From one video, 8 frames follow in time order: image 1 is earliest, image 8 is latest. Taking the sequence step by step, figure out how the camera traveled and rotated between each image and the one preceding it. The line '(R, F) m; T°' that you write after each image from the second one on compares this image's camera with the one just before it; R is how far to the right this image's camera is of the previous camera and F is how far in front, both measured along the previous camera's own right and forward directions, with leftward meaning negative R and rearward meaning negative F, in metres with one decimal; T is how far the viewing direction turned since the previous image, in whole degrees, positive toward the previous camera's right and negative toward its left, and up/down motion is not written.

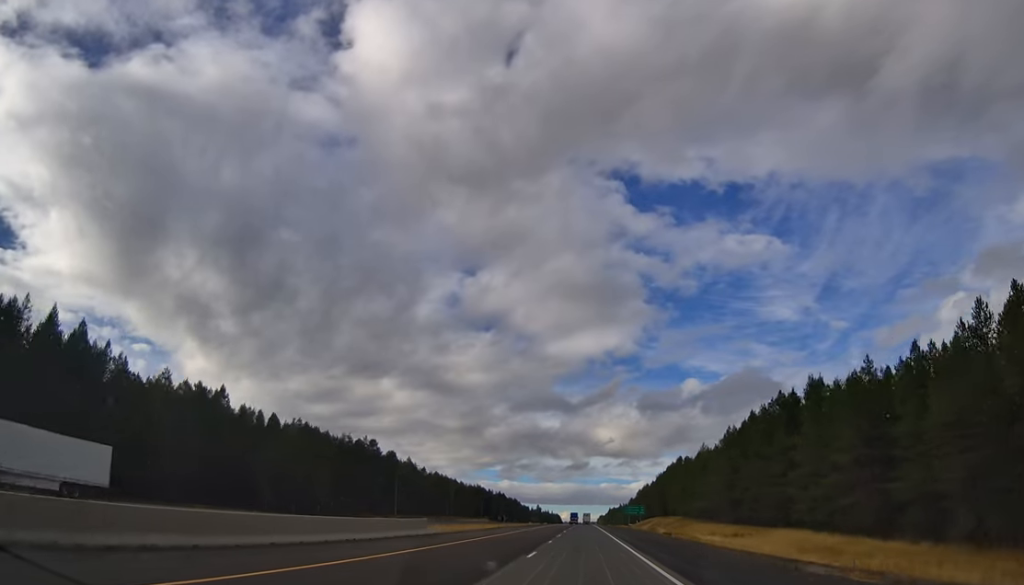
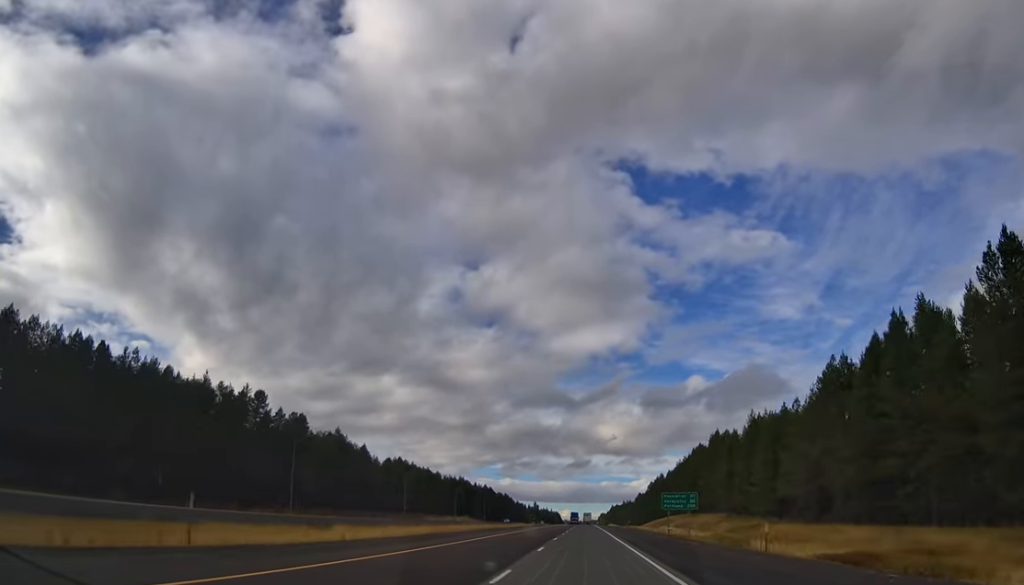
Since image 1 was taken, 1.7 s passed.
(+0.8, +57.9) m; 0°
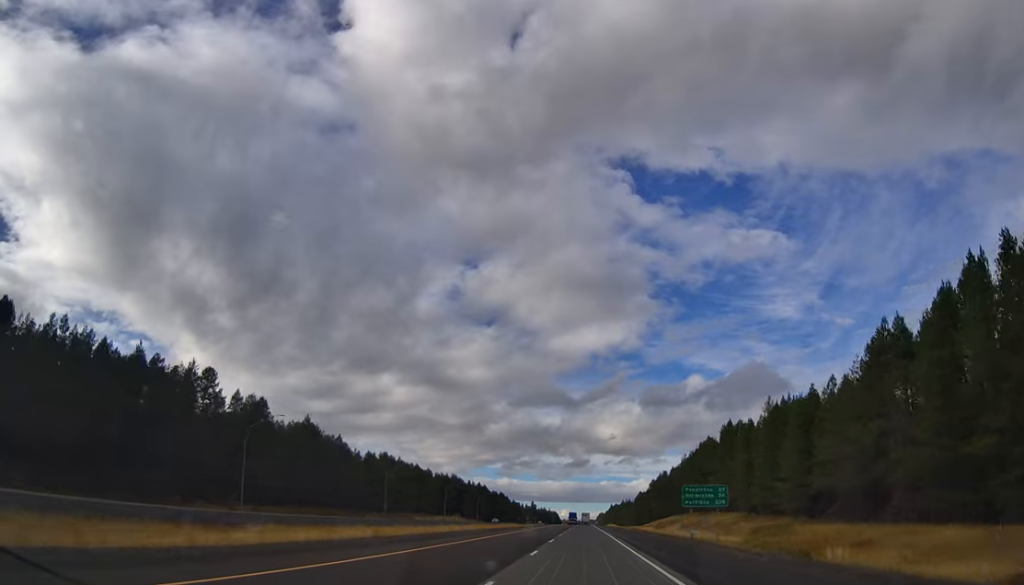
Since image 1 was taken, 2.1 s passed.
(-0.3, +15.0) m; 0°
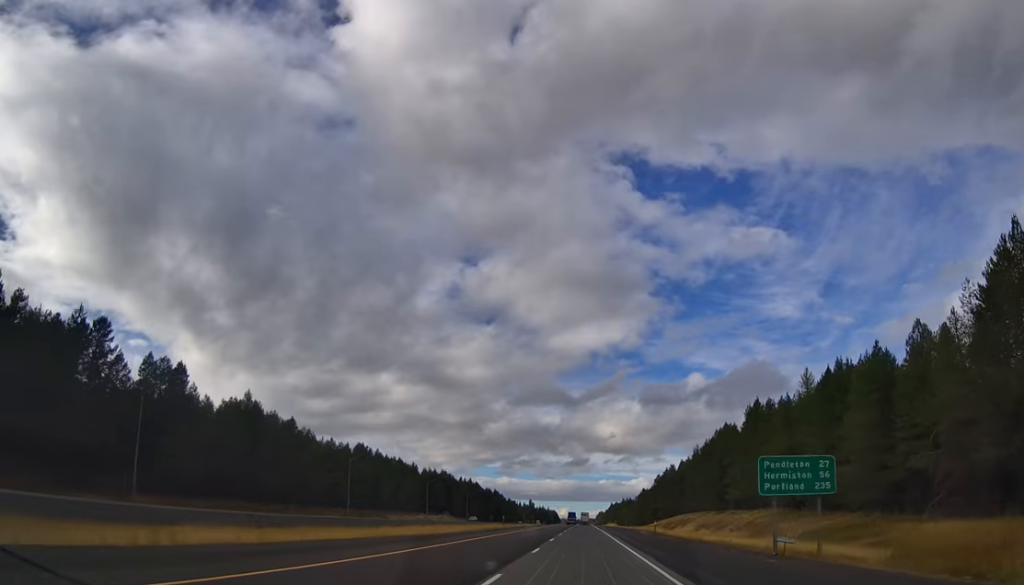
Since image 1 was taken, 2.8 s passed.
(-0.2, +23.1) m; 0°
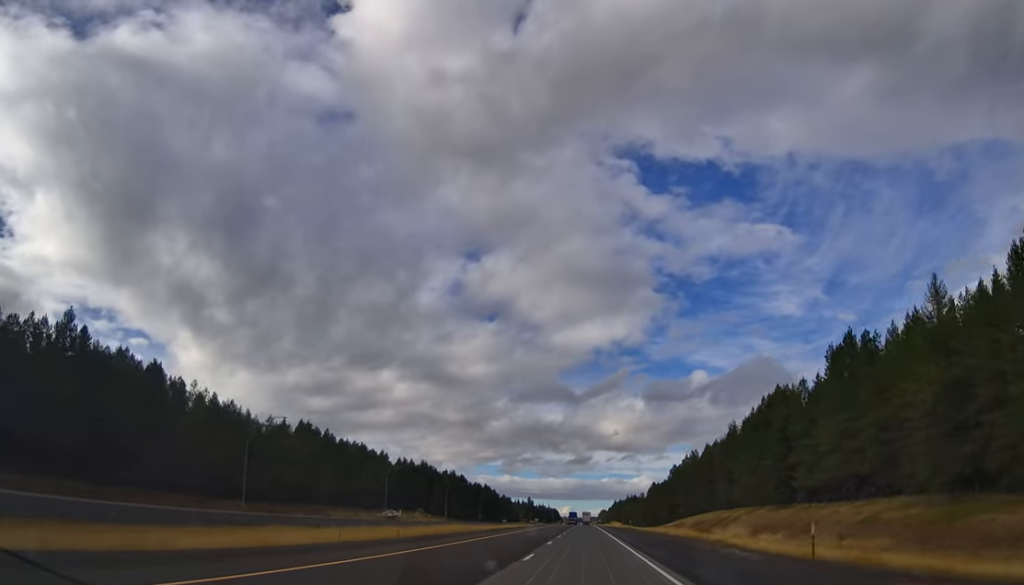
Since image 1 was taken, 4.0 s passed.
(0.0, +41.1) m; 0°
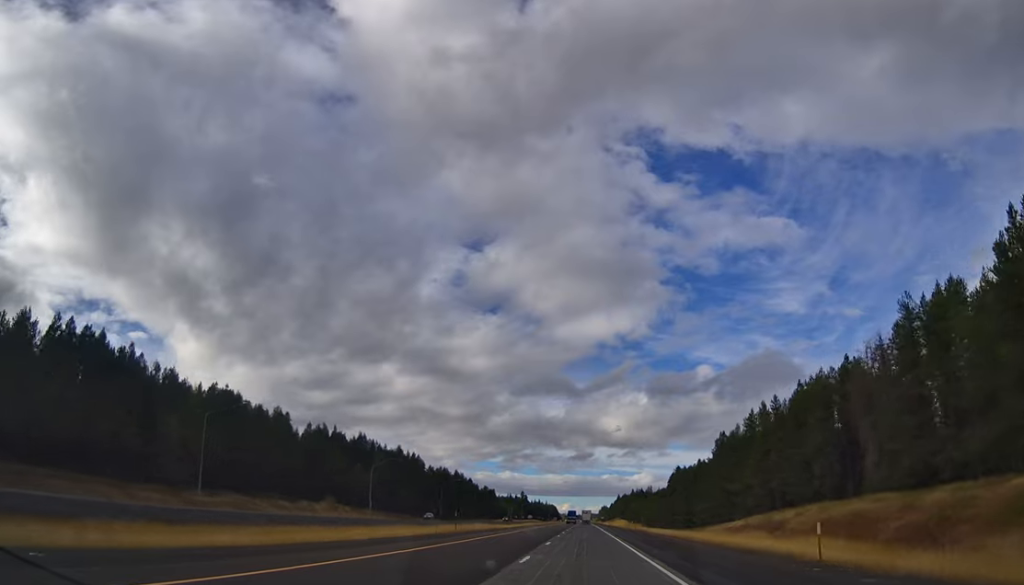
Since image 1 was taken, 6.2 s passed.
(-0.5, +75.3) m; -1°
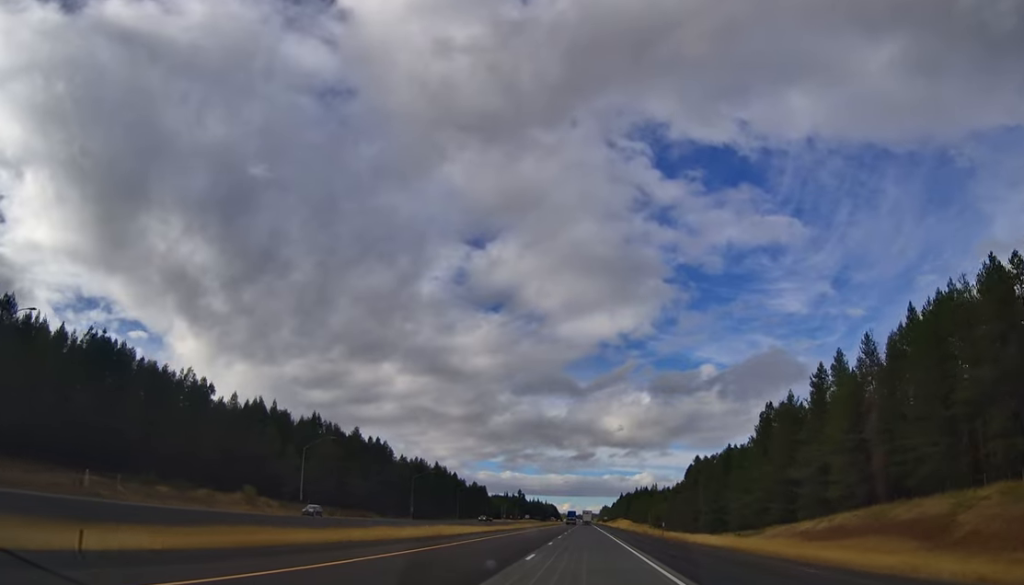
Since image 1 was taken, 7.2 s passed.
(+0.1, +35.1) m; 0°
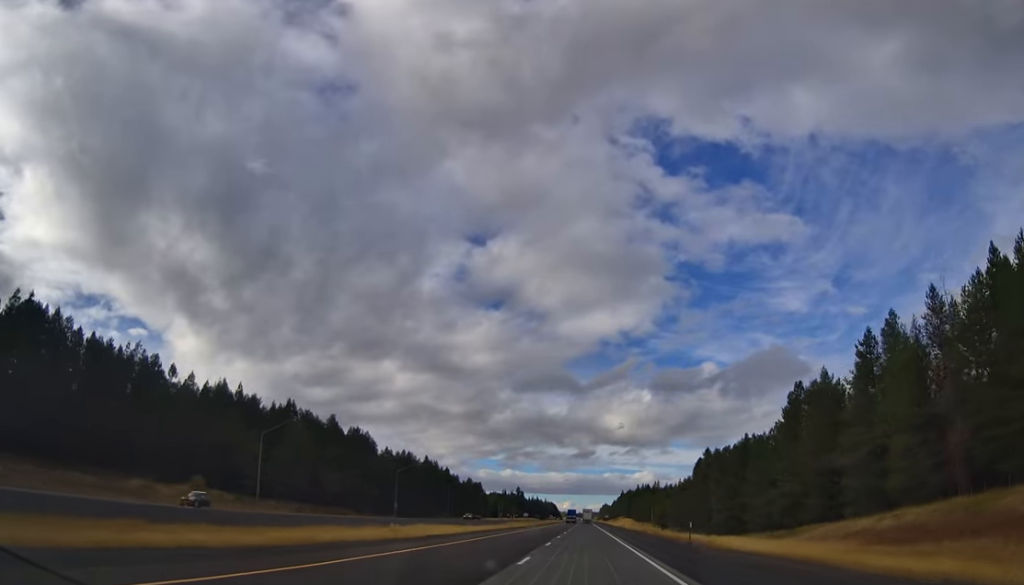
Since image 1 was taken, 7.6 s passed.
(0.0, +14.7) m; 0°
